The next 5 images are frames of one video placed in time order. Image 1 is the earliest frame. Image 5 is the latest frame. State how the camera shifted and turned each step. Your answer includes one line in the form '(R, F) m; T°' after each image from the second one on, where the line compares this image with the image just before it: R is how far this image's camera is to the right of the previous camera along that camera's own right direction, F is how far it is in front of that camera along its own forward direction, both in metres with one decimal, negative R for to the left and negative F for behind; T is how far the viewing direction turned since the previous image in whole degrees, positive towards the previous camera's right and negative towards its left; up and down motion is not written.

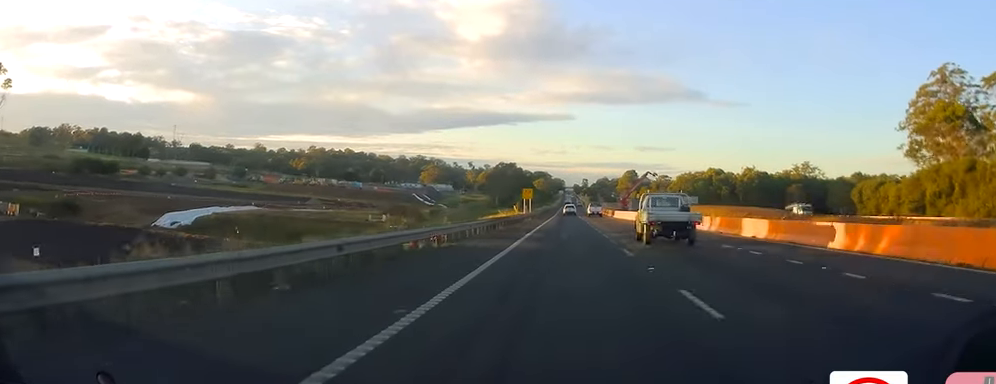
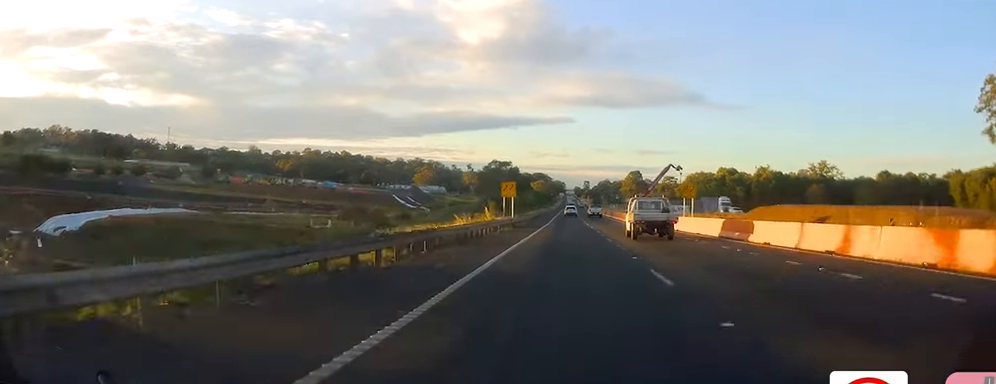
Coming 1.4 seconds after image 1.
(+0.3, +29.8) m; 0°
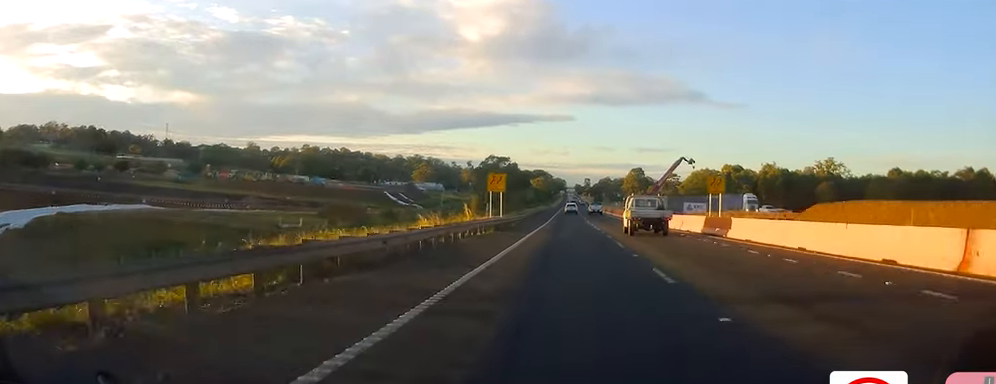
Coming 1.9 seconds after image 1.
(0.0, +10.9) m; 0°
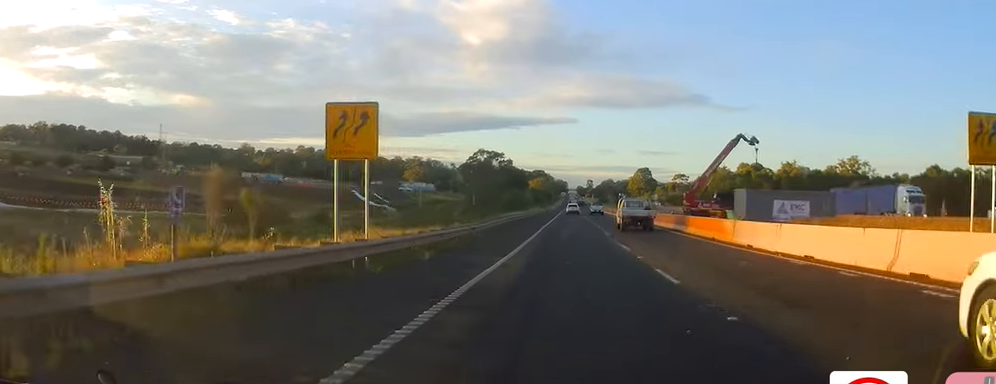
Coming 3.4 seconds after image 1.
(+0.7, +33.5) m; +1°
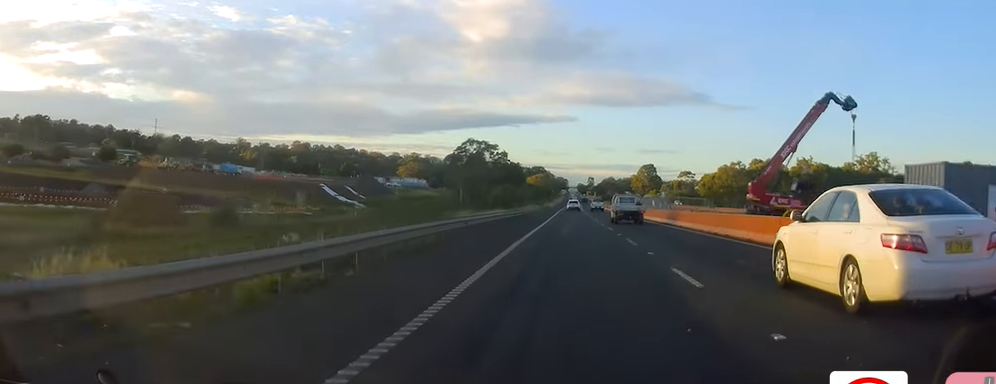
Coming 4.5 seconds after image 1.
(-0.5, +23.9) m; -2°
